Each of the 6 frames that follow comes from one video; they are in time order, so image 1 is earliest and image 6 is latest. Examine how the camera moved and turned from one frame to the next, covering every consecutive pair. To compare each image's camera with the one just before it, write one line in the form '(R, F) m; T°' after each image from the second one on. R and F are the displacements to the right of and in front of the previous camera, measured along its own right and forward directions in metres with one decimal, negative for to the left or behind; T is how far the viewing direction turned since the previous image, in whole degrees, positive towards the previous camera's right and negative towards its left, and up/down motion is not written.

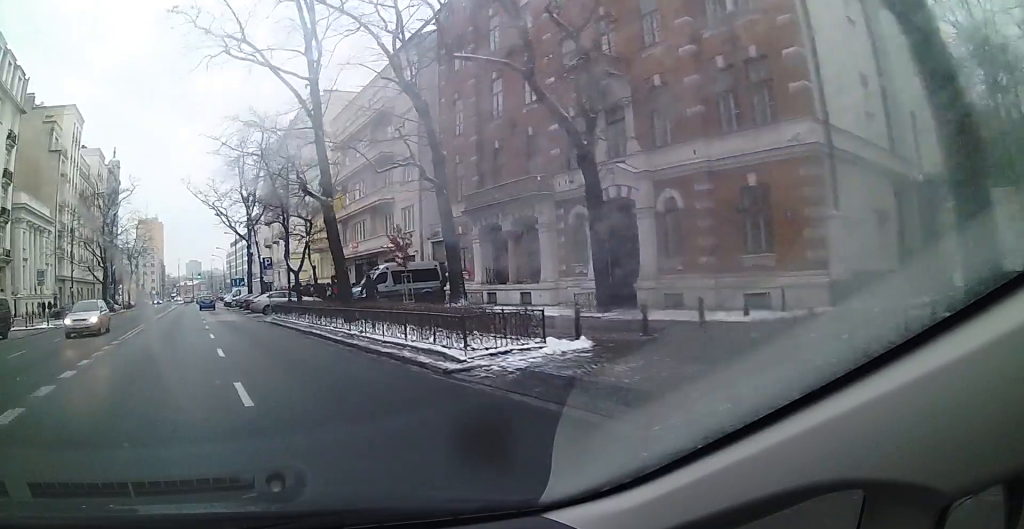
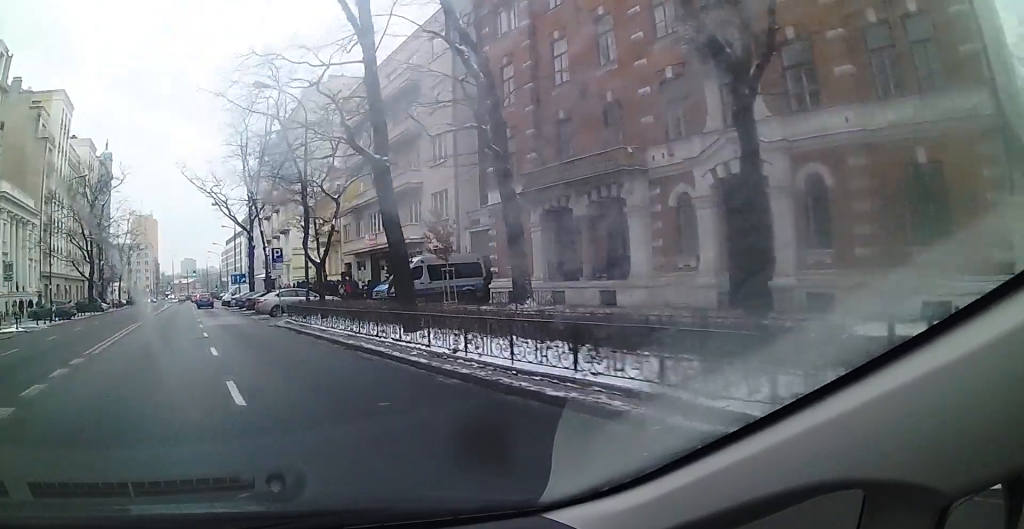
(+0.1, +5.7) m; 0°
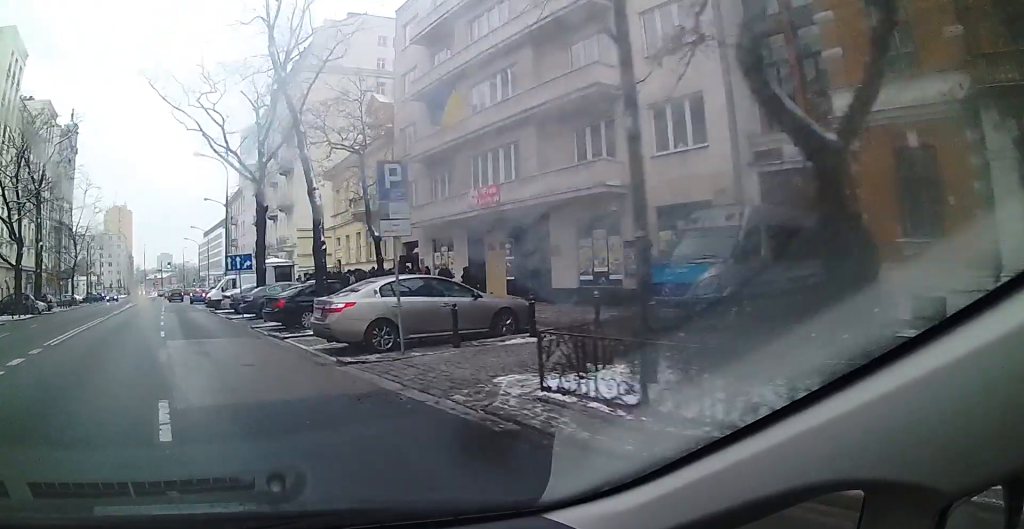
(-0.8, +19.1) m; -6°
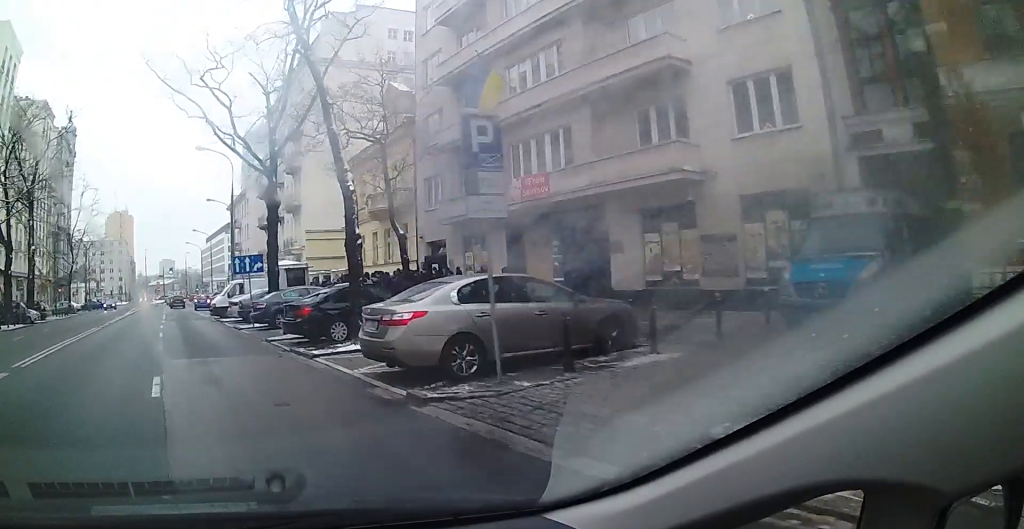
(-0.1, +3.2) m; 0°
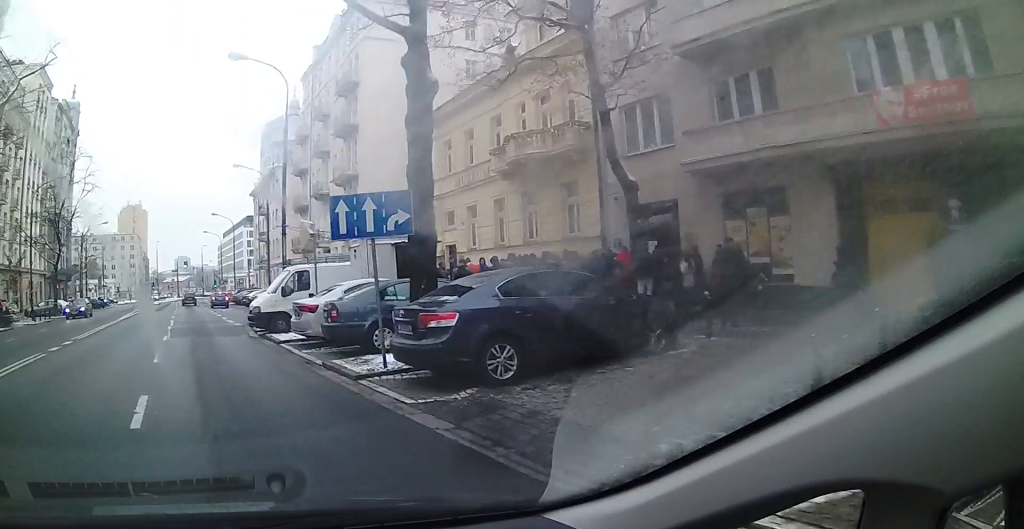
(+0.4, +13.6) m; +7°
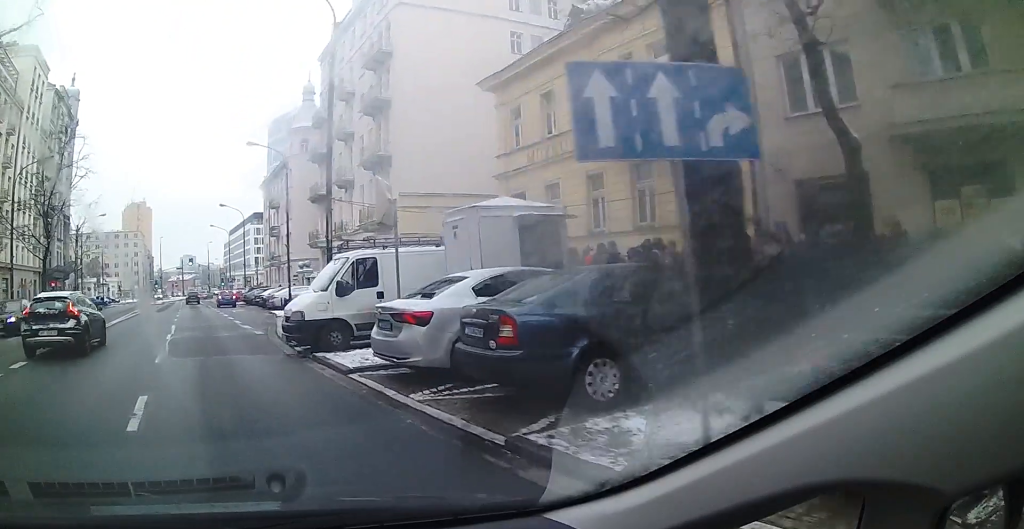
(+0.3, +5.9) m; +3°
